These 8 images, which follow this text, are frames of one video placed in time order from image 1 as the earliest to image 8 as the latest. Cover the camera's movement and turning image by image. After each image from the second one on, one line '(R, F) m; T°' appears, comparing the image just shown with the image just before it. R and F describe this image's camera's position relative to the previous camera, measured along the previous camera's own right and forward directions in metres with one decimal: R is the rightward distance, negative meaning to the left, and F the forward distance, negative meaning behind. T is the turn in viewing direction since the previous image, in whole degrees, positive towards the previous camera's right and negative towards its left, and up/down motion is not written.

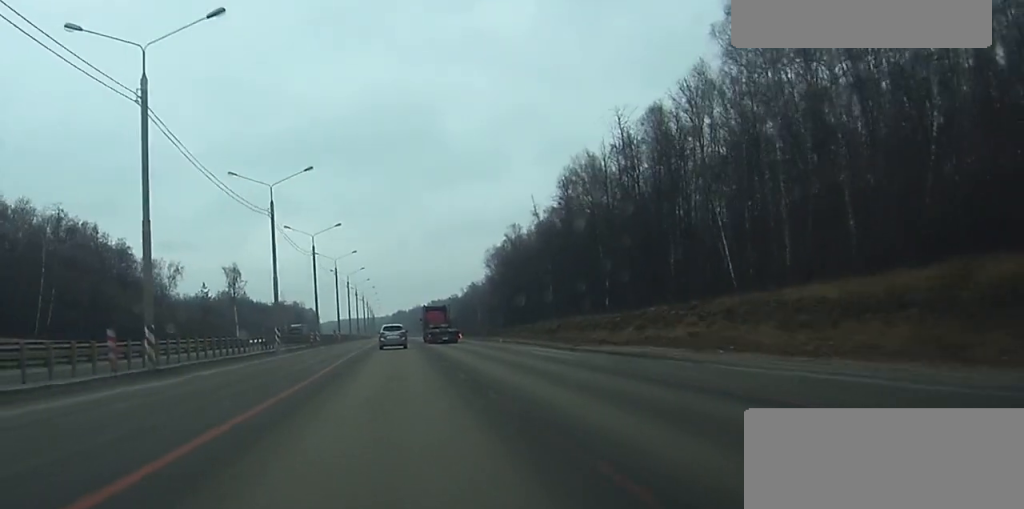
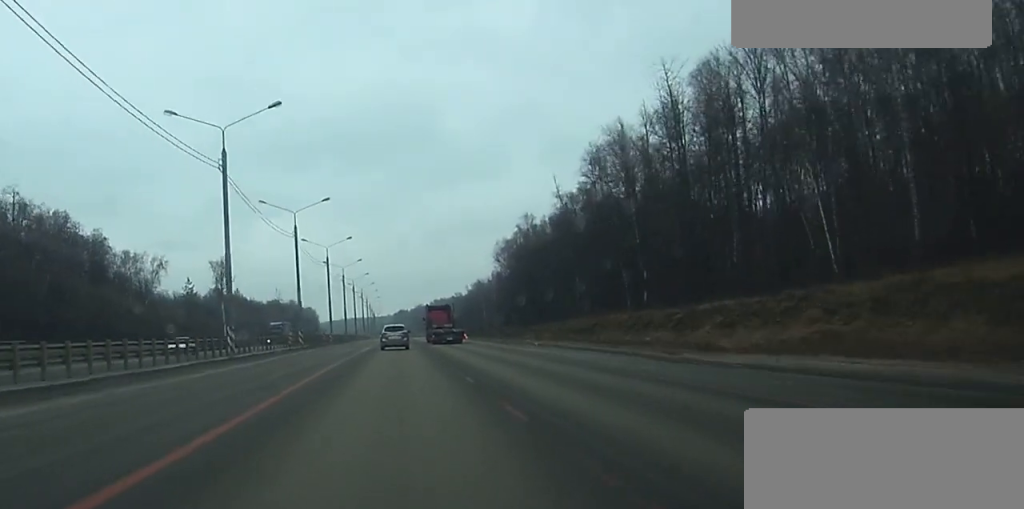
(0.0, +18.7) m; 0°
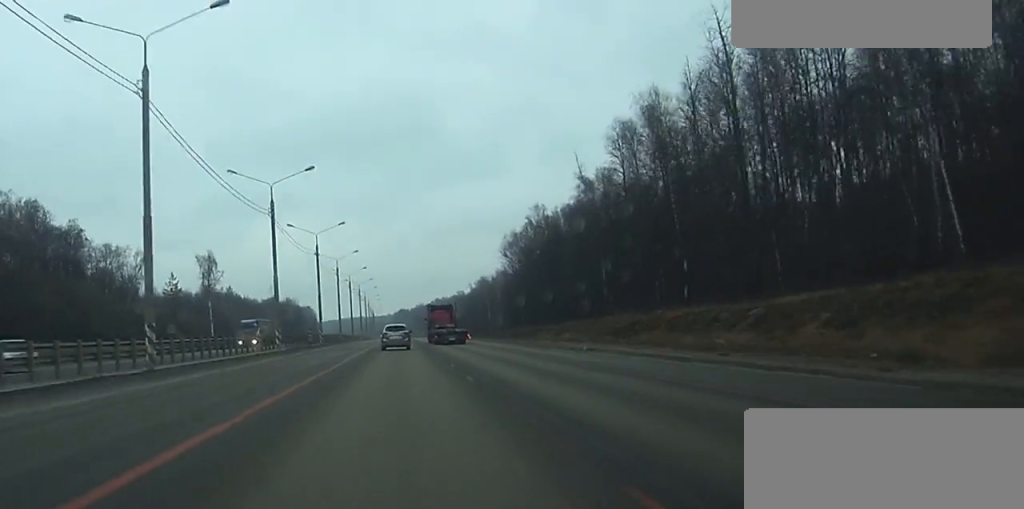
(0.0, +15.0) m; 0°
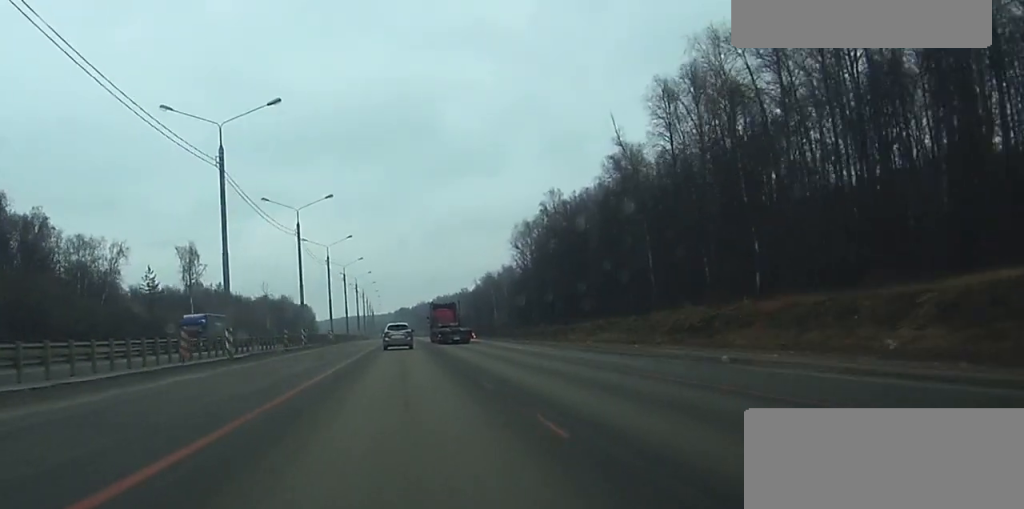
(0.0, +18.7) m; 0°
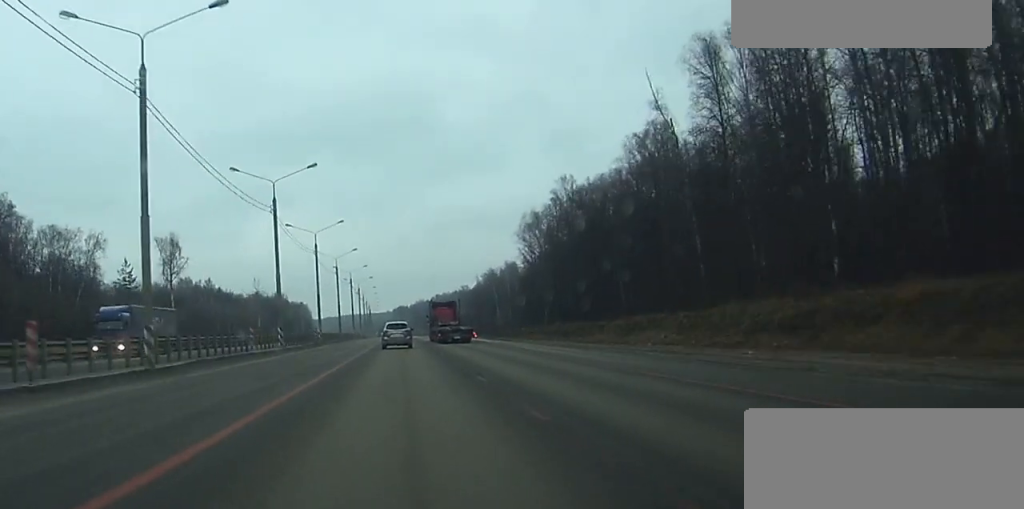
(0.0, +14.1) m; 0°
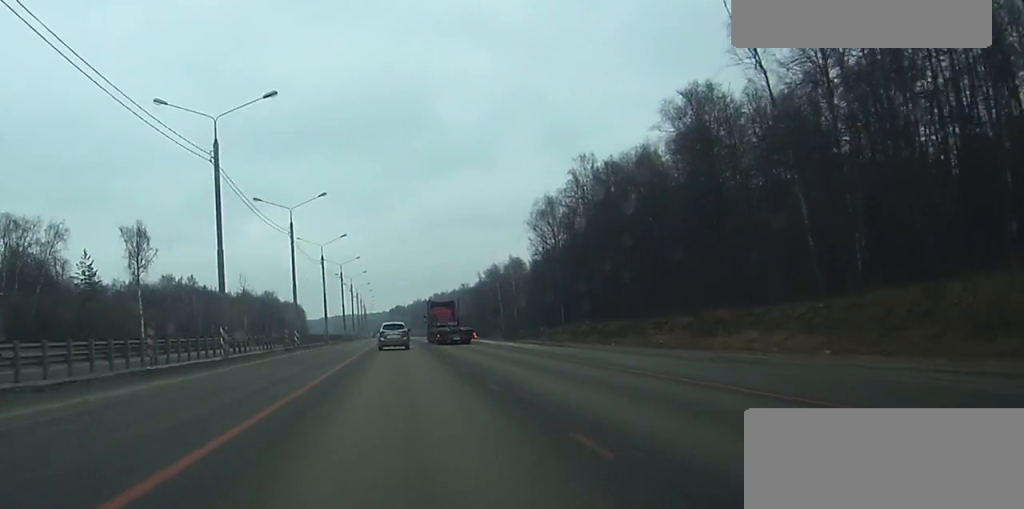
(0.0, +19.7) m; 0°
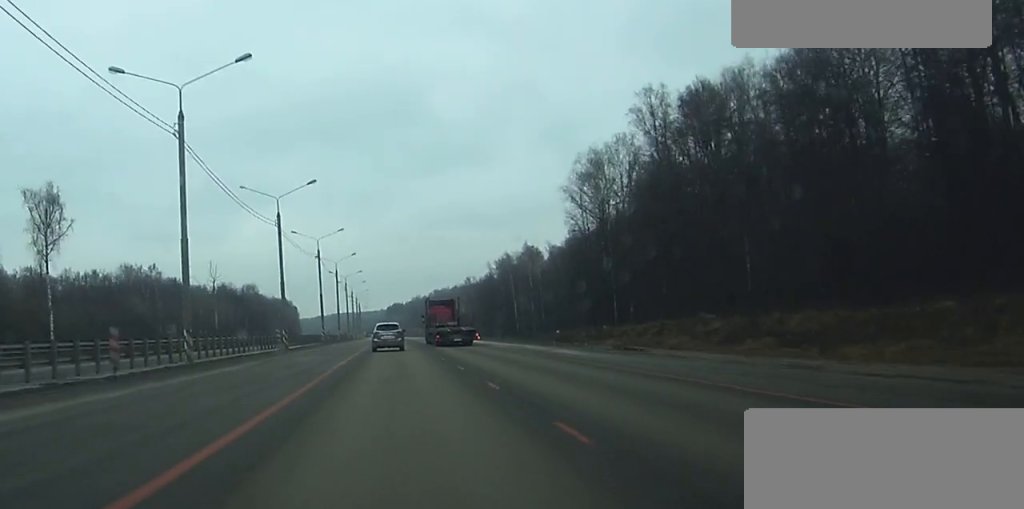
(+0.2, +39.3) m; 0°
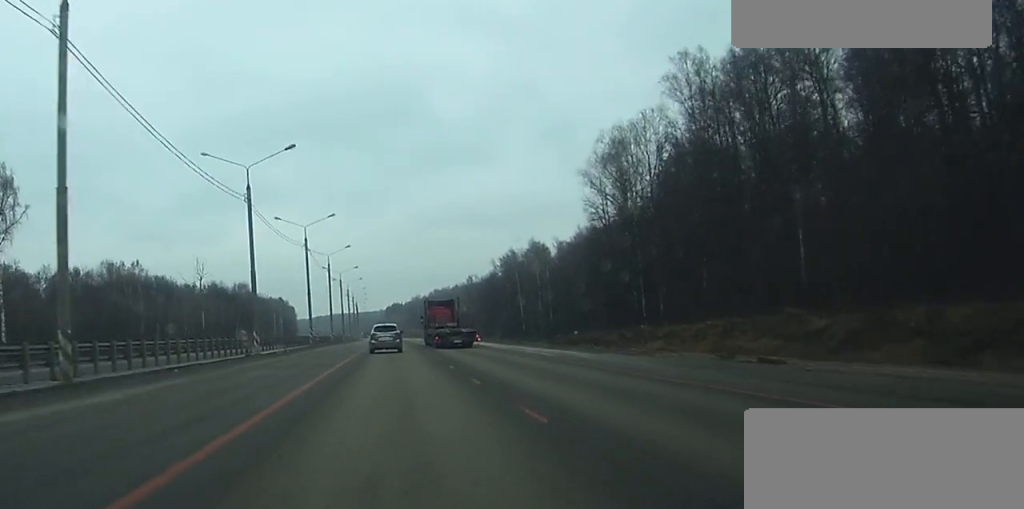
(0.0, +14.0) m; 0°
